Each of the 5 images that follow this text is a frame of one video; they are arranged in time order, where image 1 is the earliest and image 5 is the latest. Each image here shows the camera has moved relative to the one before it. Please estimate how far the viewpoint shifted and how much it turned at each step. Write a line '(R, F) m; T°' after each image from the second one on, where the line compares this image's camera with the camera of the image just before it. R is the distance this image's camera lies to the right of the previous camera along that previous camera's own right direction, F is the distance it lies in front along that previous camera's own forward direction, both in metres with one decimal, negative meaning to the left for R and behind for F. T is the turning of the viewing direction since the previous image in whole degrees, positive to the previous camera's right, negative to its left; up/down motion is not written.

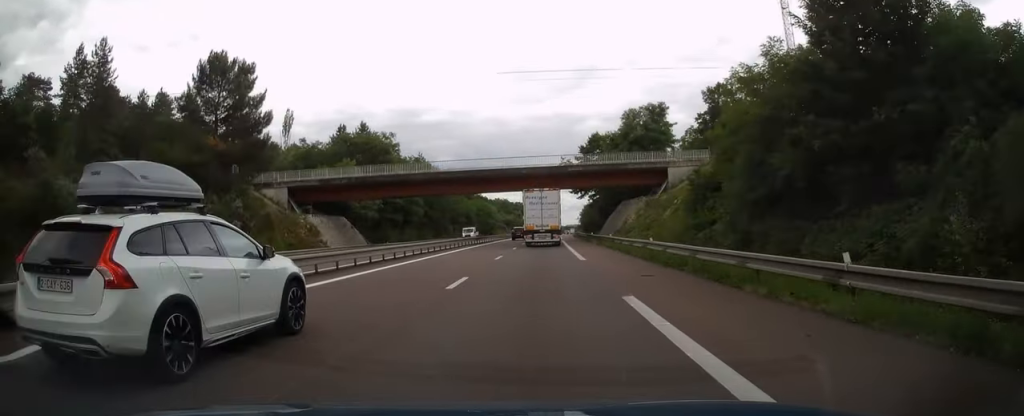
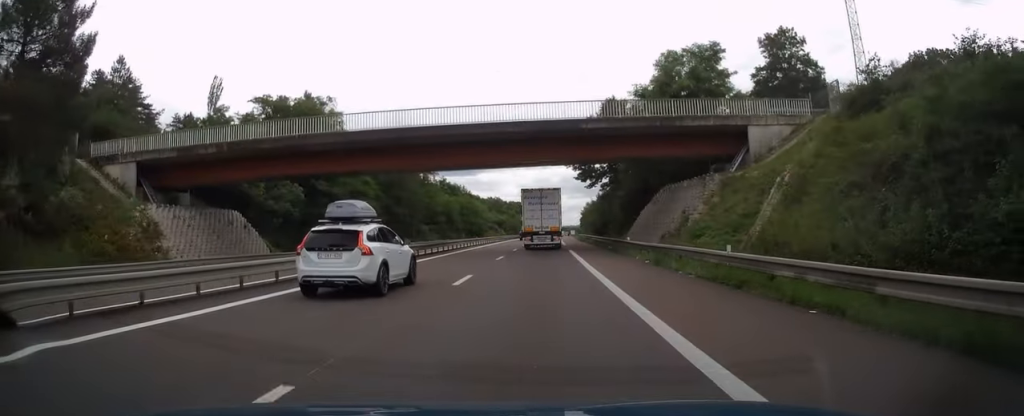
(+0.1, +25.0) m; 0°
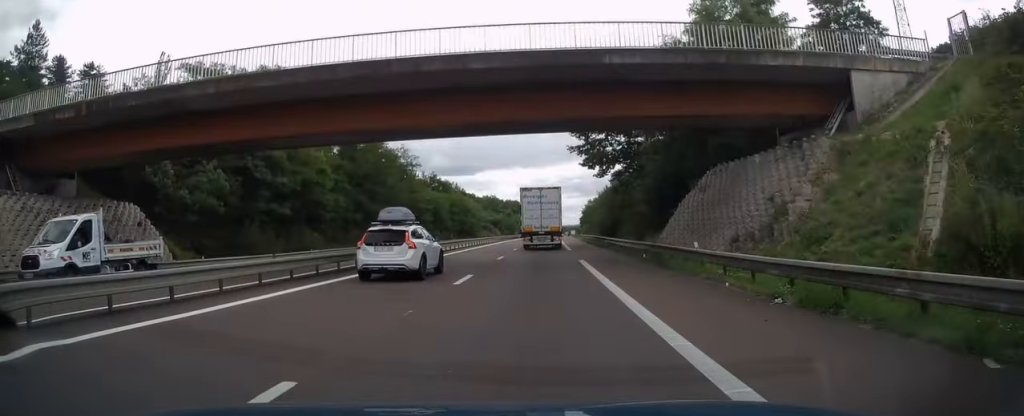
(0.0, +13.2) m; 0°
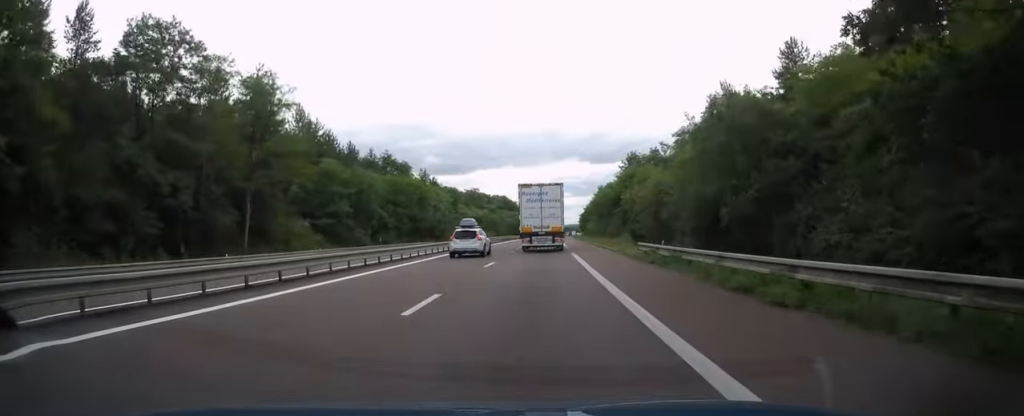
(+0.2, +45.1) m; +1°
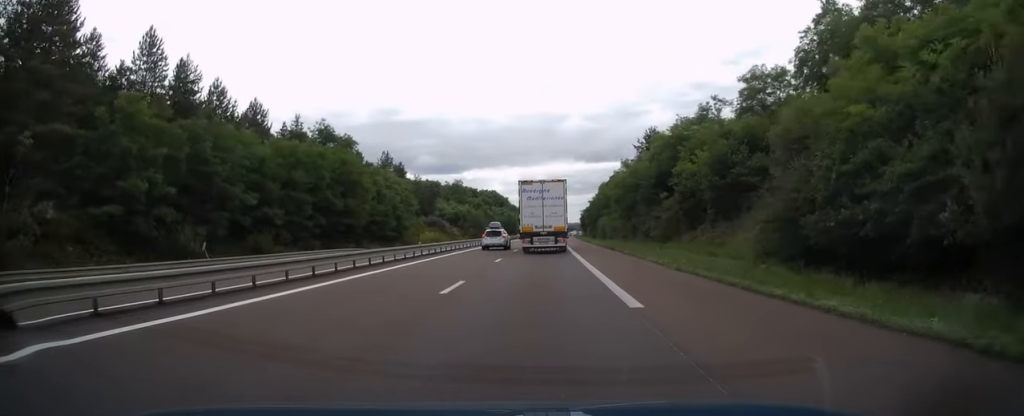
(+0.2, +35.6) m; 0°
